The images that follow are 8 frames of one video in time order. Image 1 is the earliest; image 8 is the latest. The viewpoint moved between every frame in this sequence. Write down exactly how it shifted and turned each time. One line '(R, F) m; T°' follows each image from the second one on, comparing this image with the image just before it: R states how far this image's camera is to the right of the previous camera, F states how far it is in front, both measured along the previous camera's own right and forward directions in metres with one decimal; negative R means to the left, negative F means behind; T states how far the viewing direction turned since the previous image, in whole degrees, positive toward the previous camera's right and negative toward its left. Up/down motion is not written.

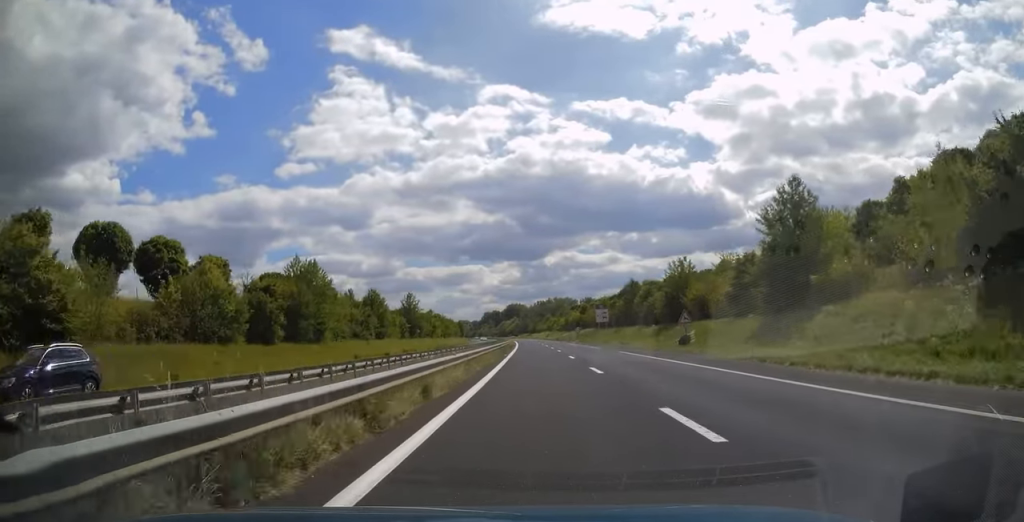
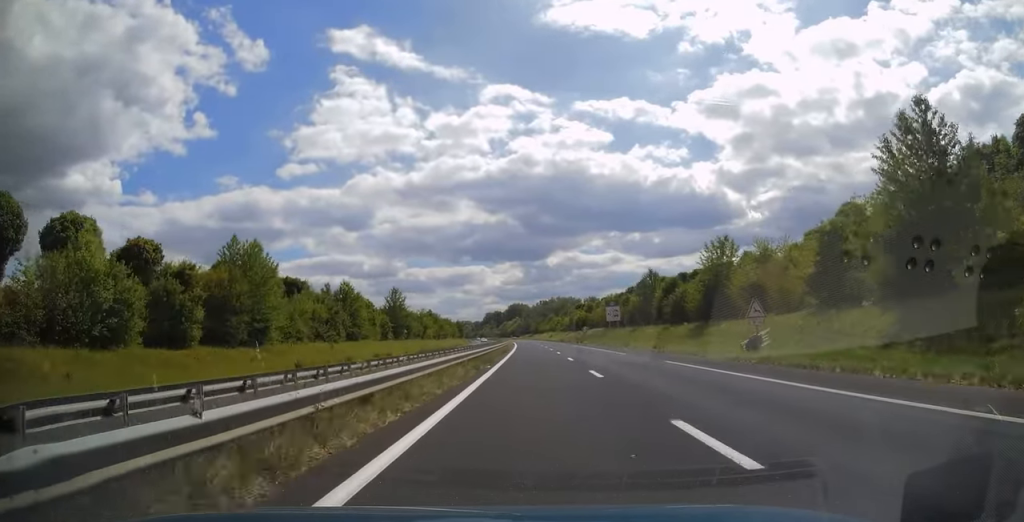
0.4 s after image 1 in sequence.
(0.0, +14.1) m; 0°
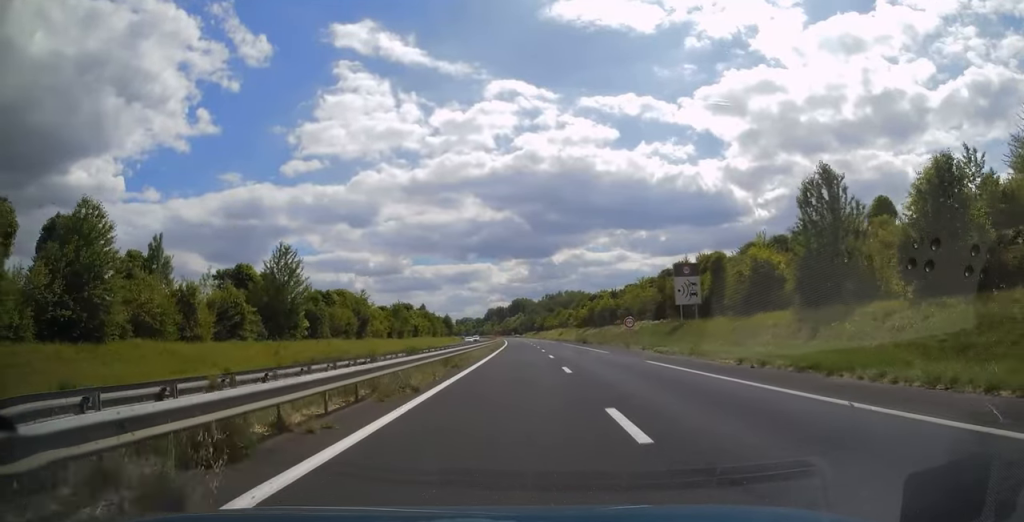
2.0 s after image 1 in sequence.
(-0.3, +49.7) m; 0°
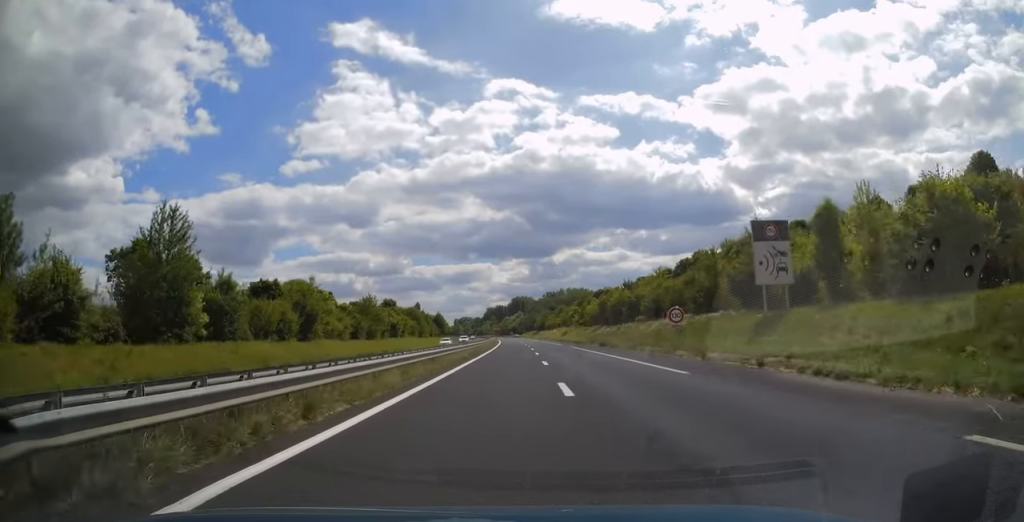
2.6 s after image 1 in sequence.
(0.0, +20.4) m; 0°
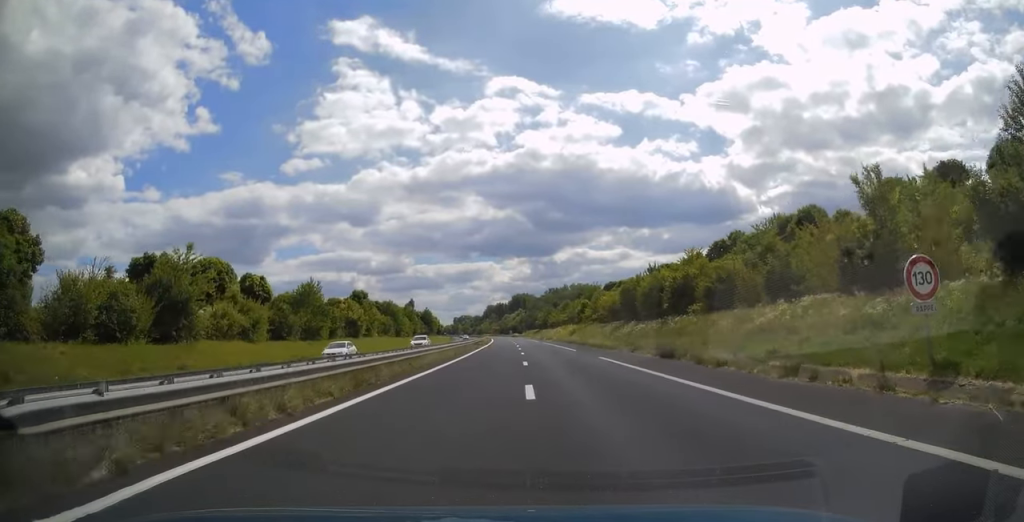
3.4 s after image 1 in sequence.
(0.0, +25.9) m; -1°
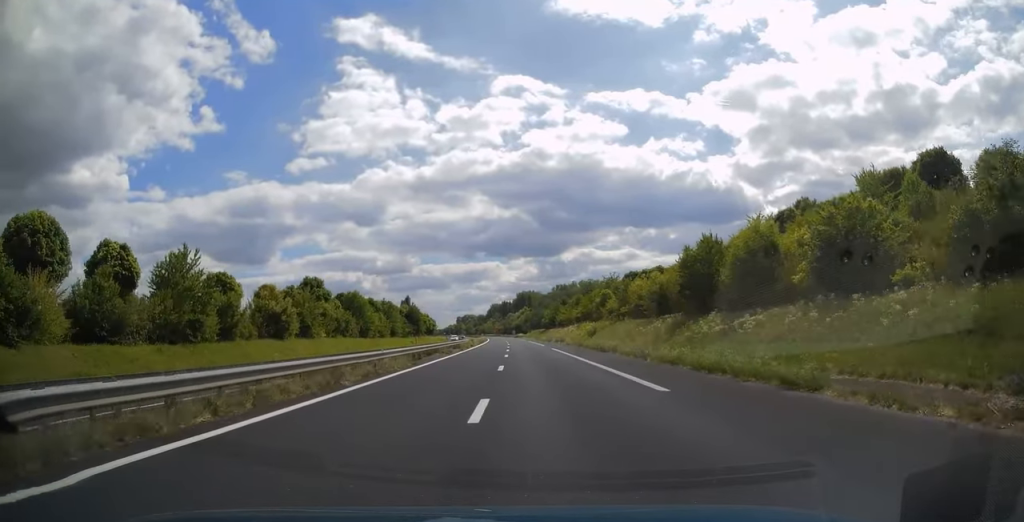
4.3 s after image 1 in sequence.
(-0.2, +28.5) m; -1°
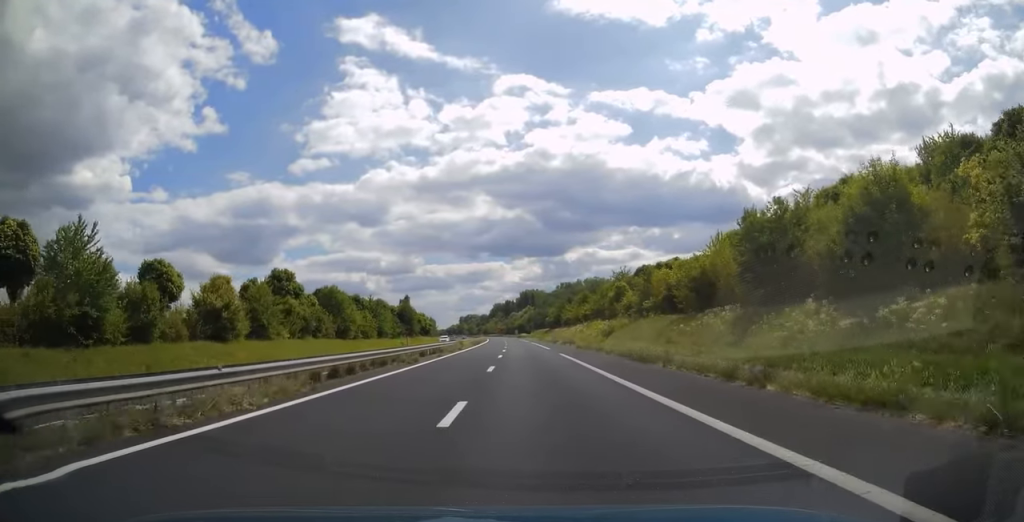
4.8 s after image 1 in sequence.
(-0.1, +12.8) m; -1°
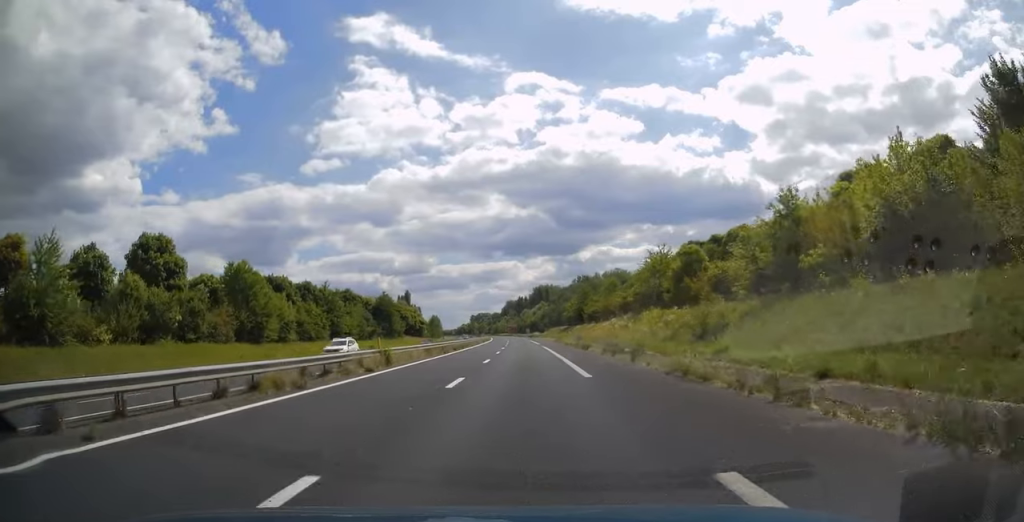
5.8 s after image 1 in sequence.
(-0.5, +32.1) m; -2°
